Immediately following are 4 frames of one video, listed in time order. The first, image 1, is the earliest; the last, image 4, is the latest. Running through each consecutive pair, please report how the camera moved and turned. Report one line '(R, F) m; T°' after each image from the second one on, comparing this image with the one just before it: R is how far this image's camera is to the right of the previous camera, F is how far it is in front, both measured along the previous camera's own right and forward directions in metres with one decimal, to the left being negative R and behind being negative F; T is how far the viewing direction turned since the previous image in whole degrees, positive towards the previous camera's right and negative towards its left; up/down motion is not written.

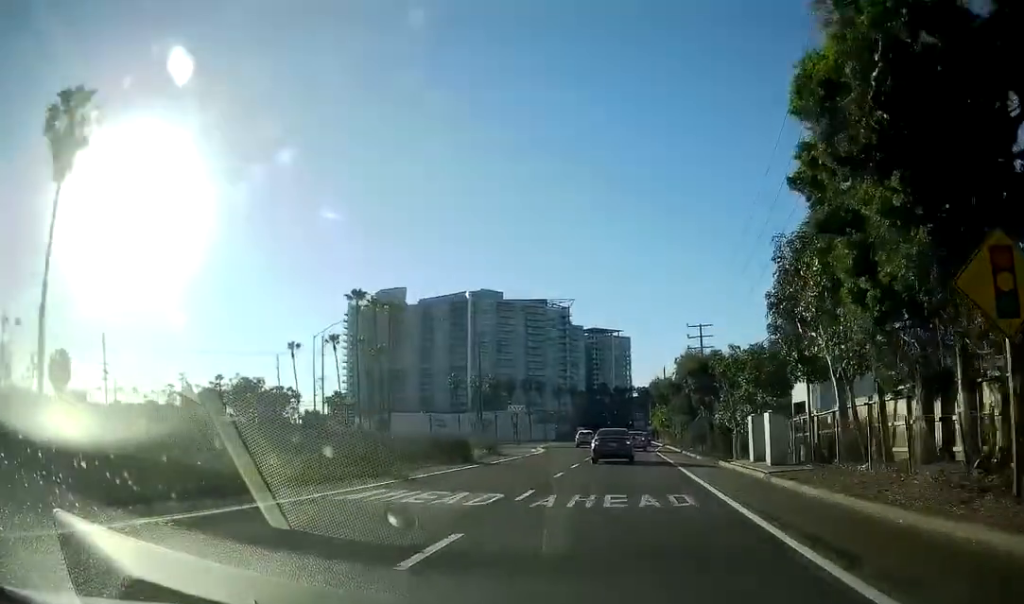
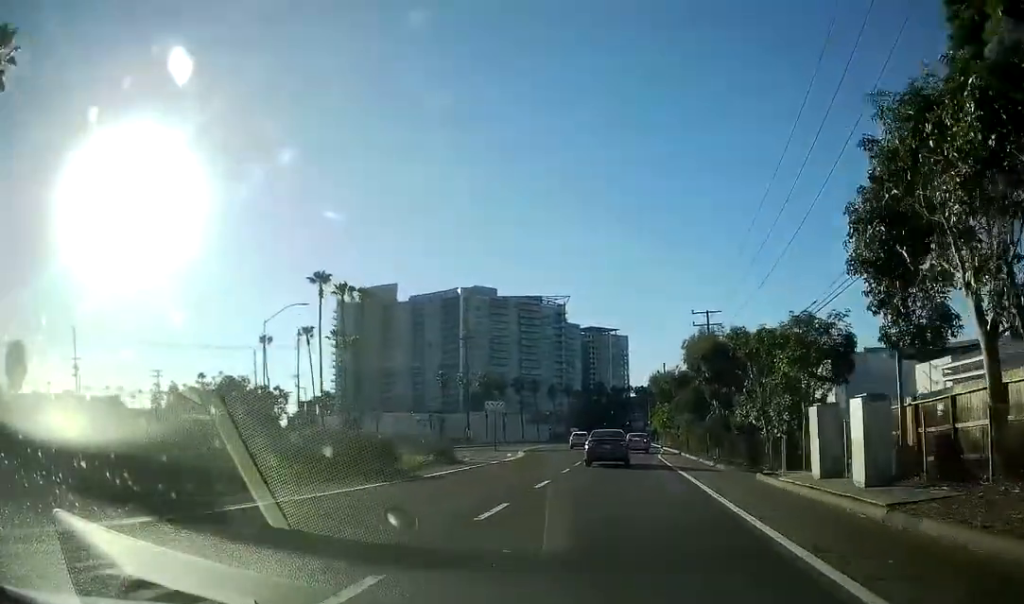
(+0.3, +10.5) m; +1°
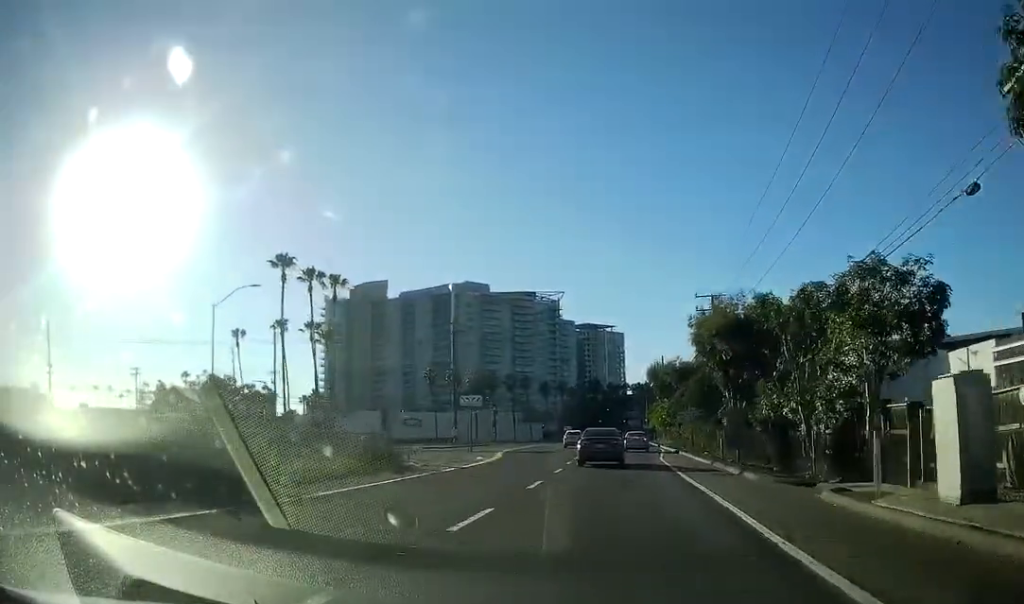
(0.0, +8.5) m; -1°
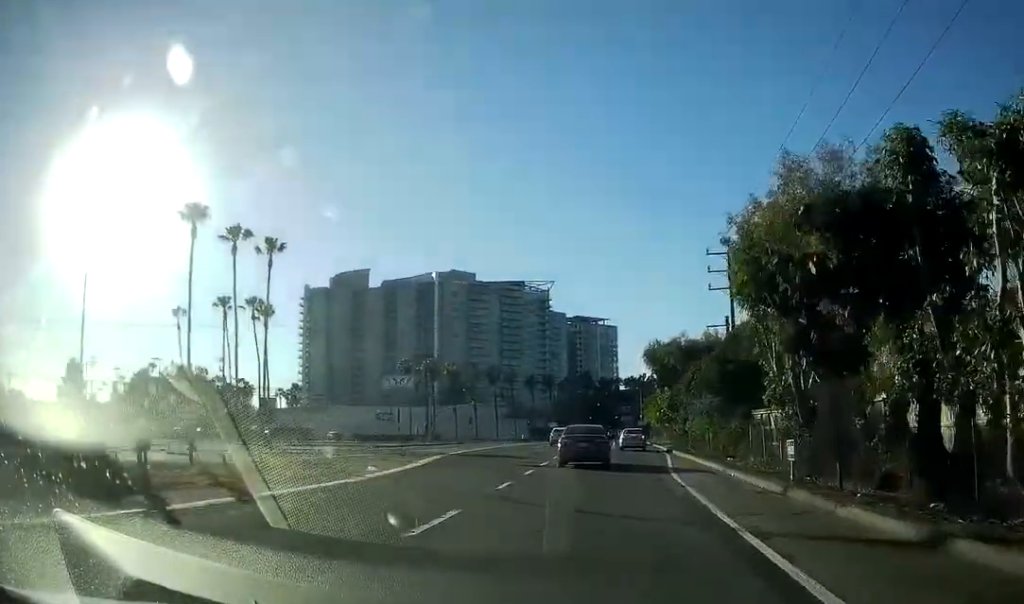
(-0.1, +15.8) m; +1°
